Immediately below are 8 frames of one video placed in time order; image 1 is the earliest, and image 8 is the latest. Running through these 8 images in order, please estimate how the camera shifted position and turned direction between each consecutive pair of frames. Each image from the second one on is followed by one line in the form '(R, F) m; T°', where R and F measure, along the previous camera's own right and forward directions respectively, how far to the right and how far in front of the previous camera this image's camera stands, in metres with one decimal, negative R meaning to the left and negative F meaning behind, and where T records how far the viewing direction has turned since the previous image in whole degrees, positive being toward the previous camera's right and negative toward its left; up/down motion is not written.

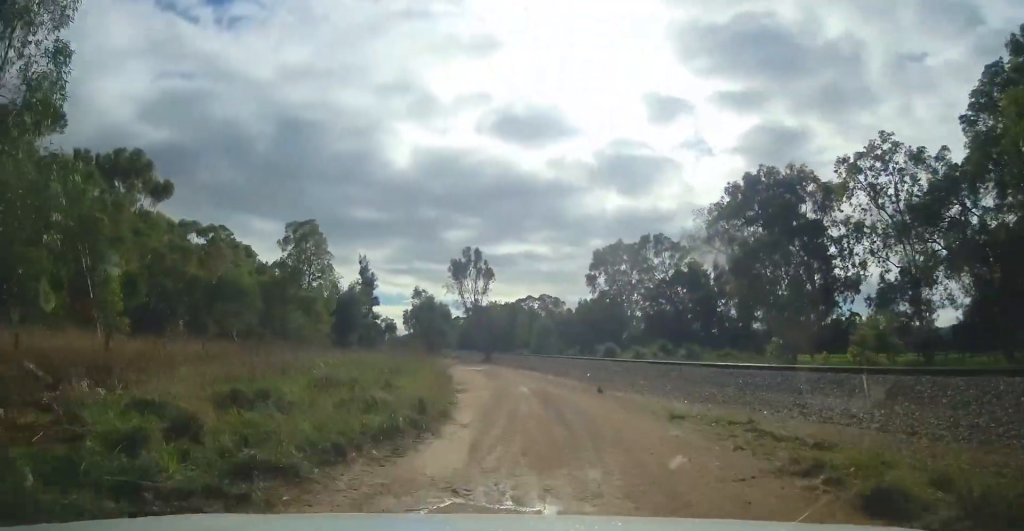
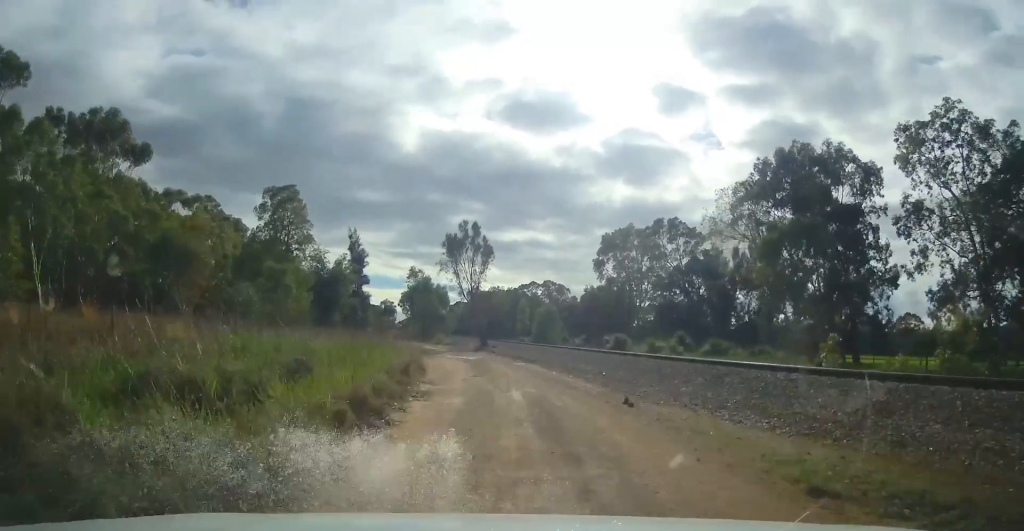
(+0.1, +6.3) m; 0°
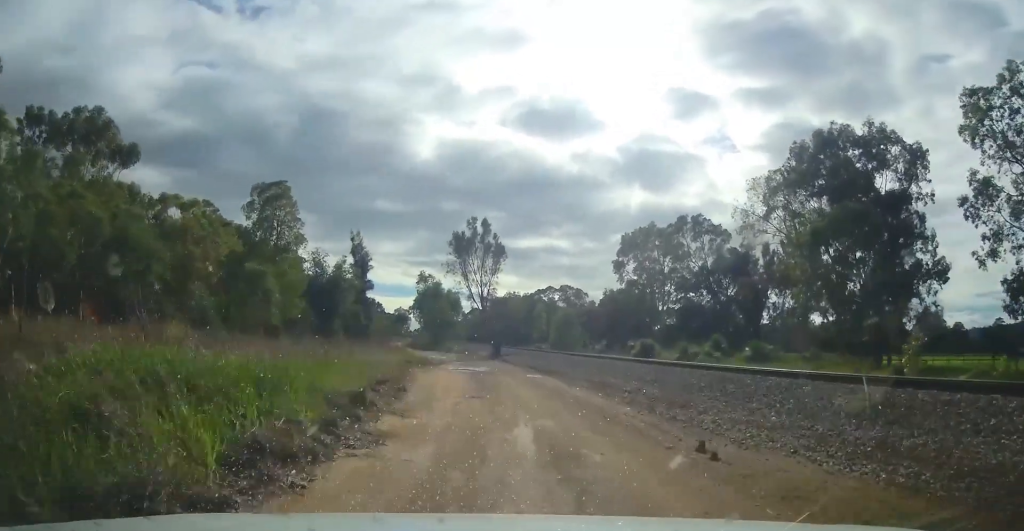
(+0.3, +5.1) m; -2°
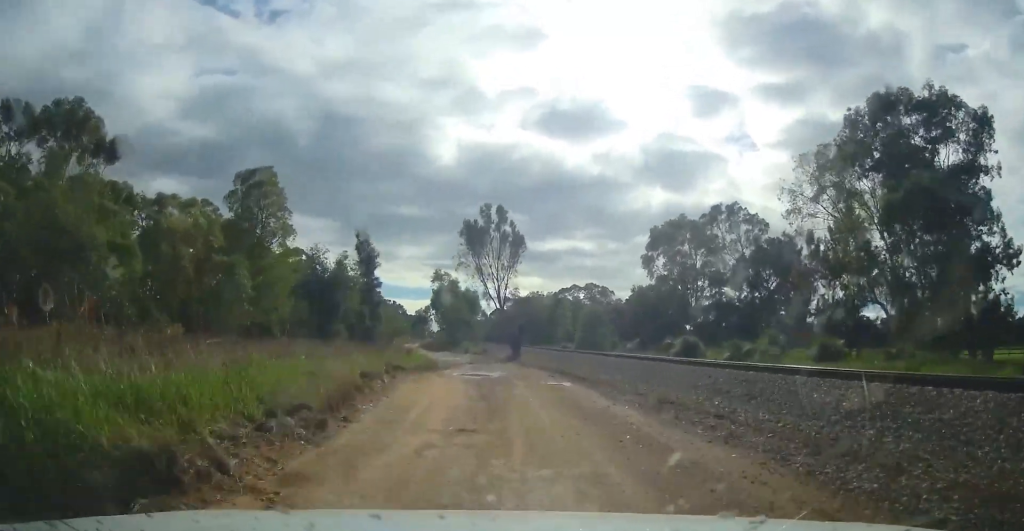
(-0.3, +6.1) m; -3°
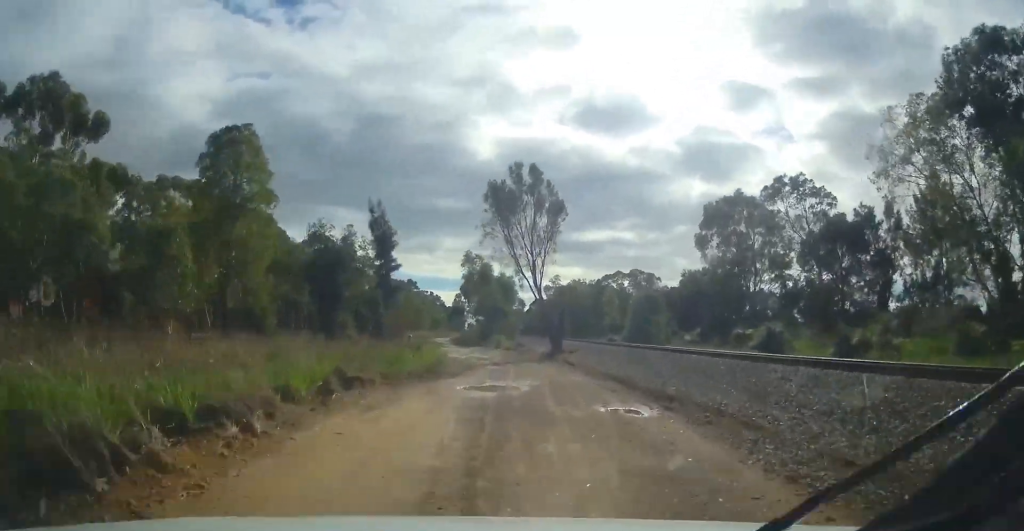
(-0.5, +8.4) m; -4°
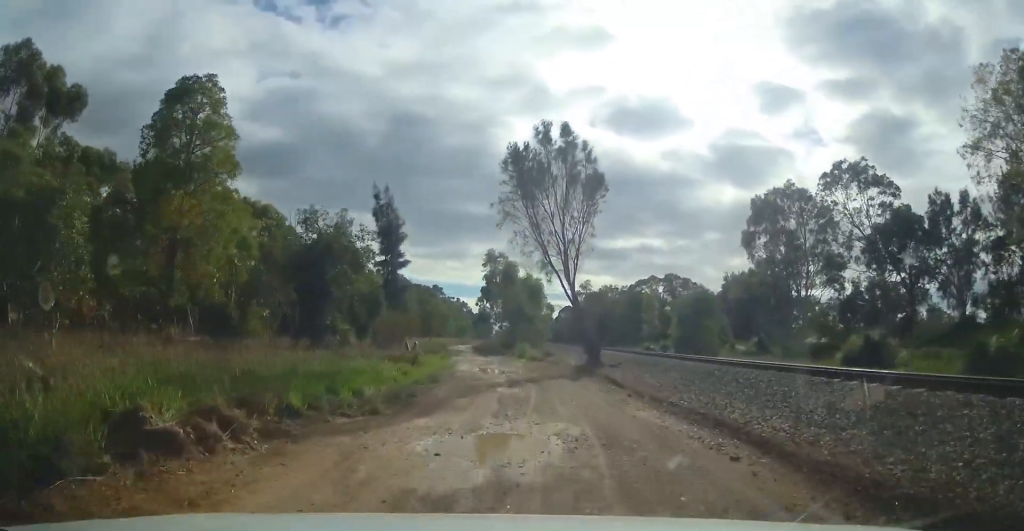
(0.0, +7.5) m; -2°
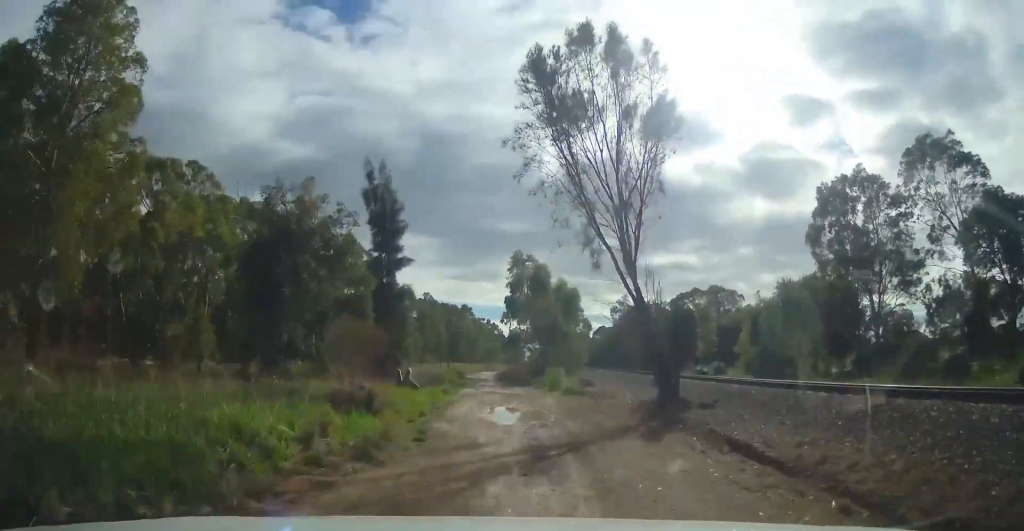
(-0.4, +9.8) m; -3°
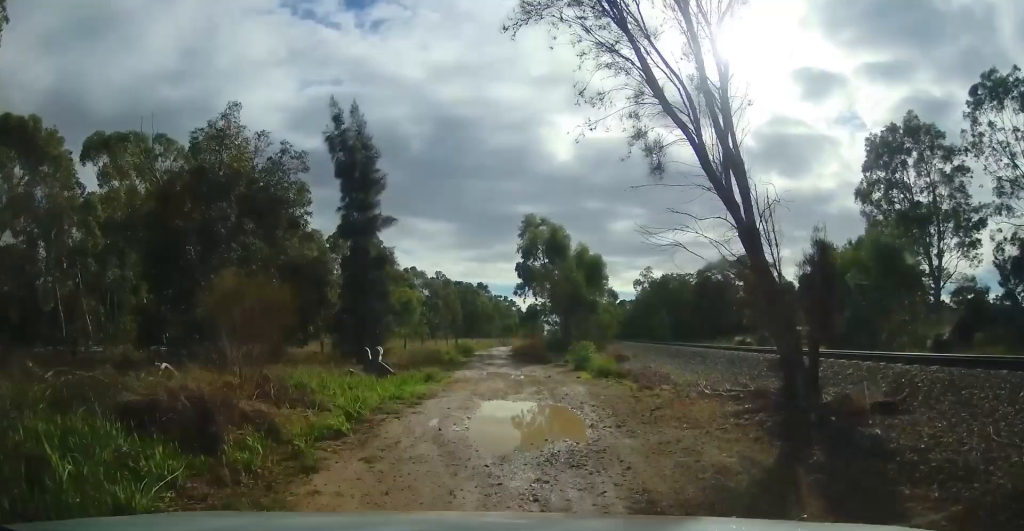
(-0.1, +7.8) m; -3°
